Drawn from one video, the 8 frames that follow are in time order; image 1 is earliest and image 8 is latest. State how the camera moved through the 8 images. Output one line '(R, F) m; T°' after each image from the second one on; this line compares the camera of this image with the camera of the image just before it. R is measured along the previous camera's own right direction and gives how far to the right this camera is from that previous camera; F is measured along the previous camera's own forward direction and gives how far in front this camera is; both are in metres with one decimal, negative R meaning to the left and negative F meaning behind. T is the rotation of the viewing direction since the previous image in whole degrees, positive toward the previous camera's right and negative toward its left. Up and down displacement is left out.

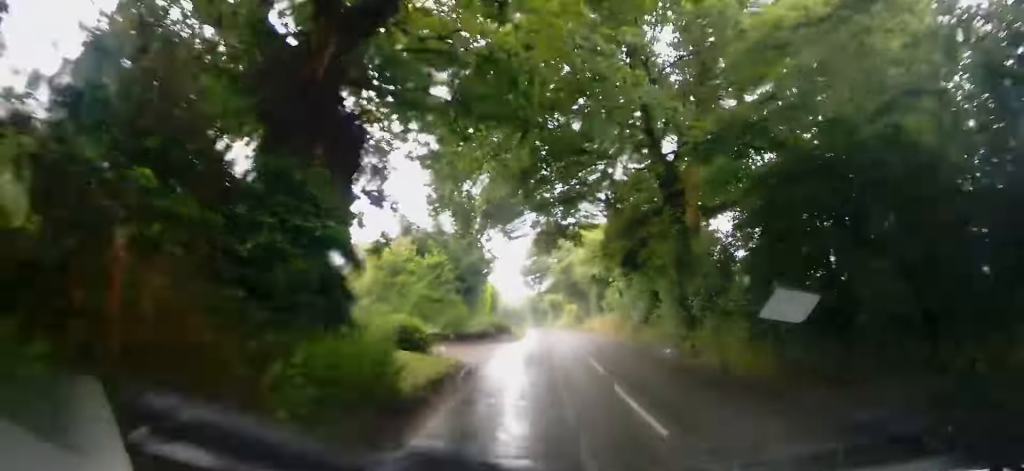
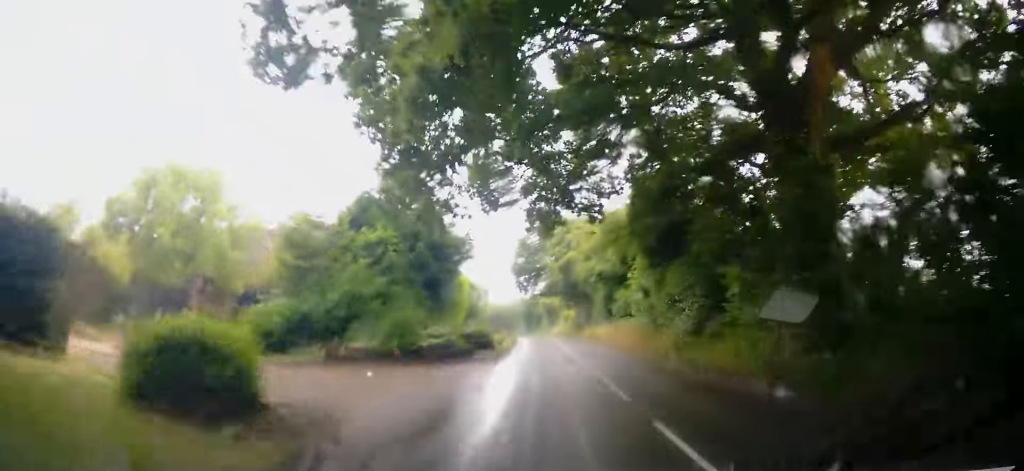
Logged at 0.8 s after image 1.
(+0.3, +8.5) m; +3°
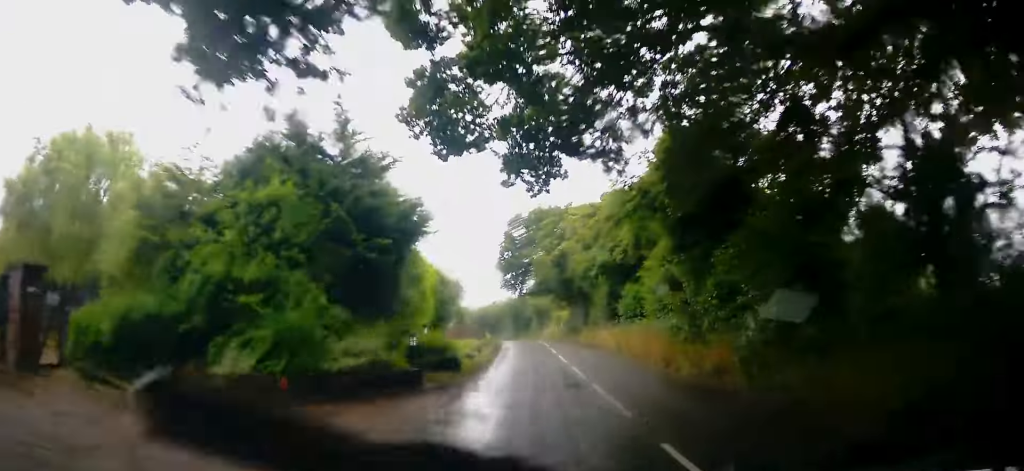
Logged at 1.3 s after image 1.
(0.0, +6.5) m; +1°
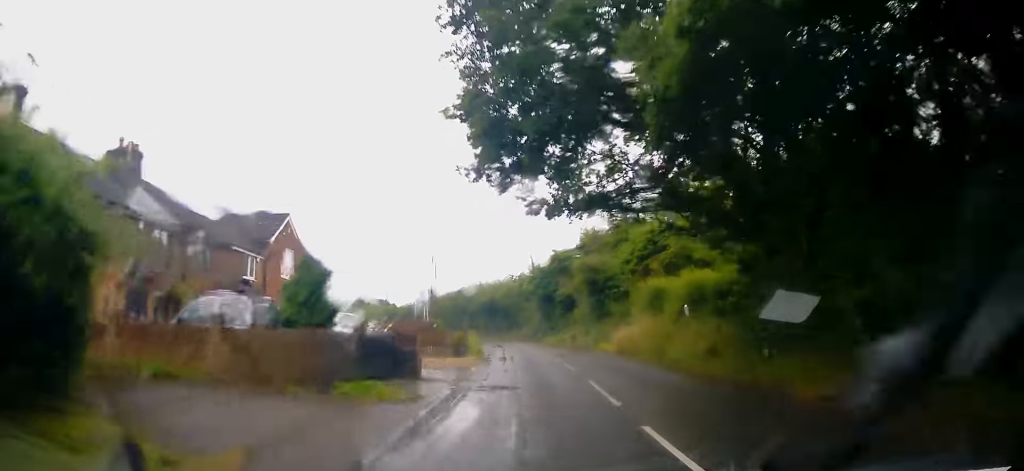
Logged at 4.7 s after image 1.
(+0.4, +40.7) m; -1°
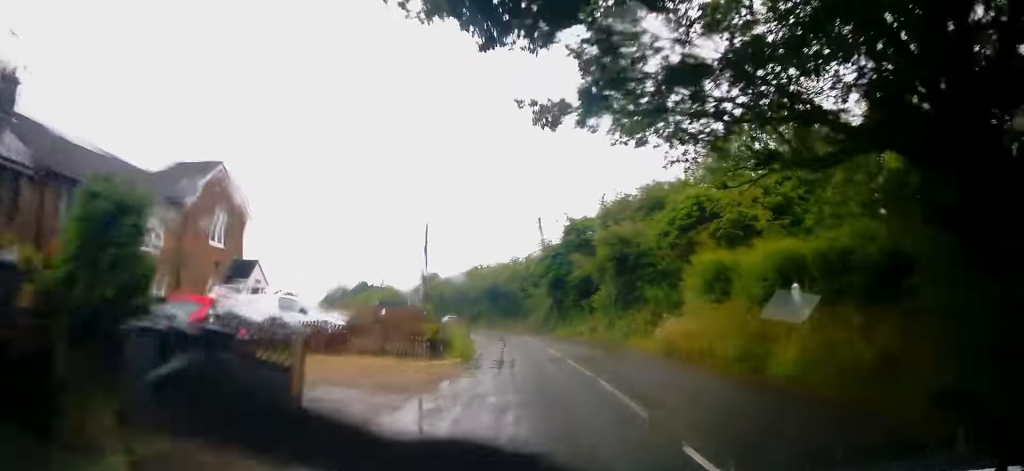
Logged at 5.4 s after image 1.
(0.0, +7.9) m; 0°
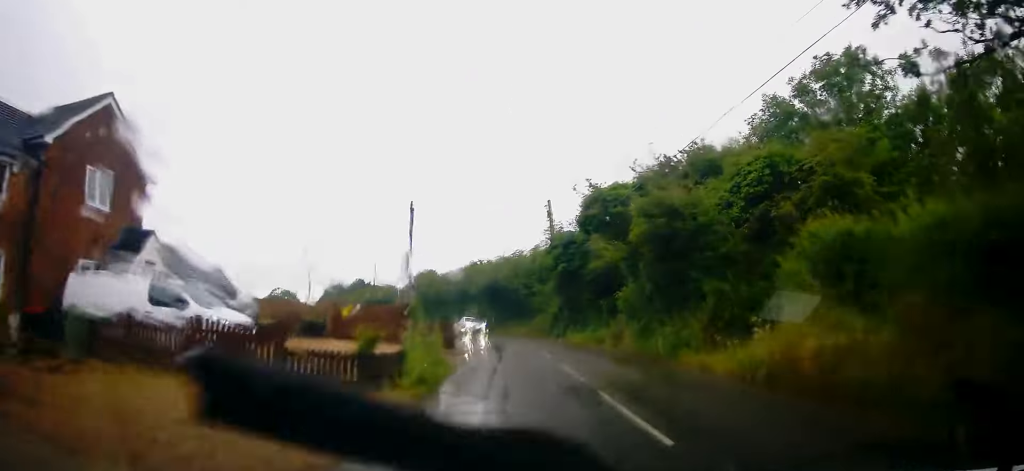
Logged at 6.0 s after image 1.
(0.0, +7.7) m; -1°
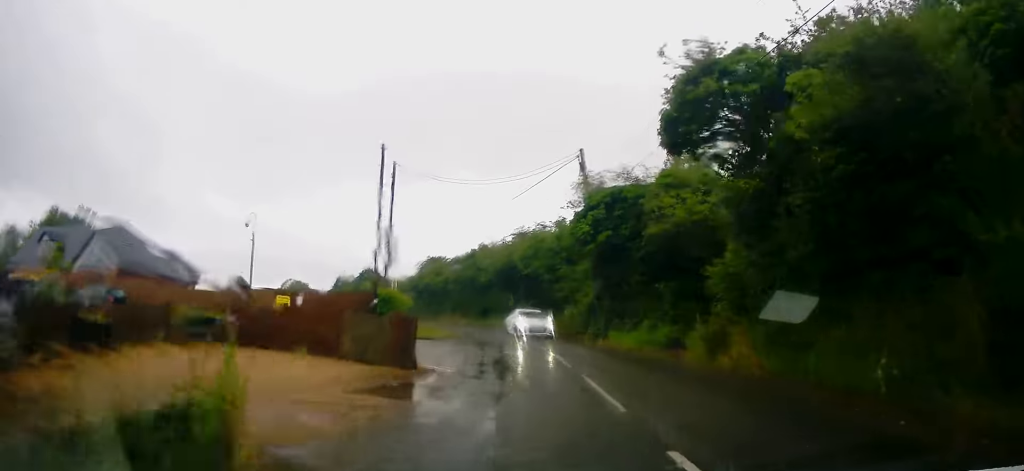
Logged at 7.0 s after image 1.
(-0.2, +11.2) m; -2°
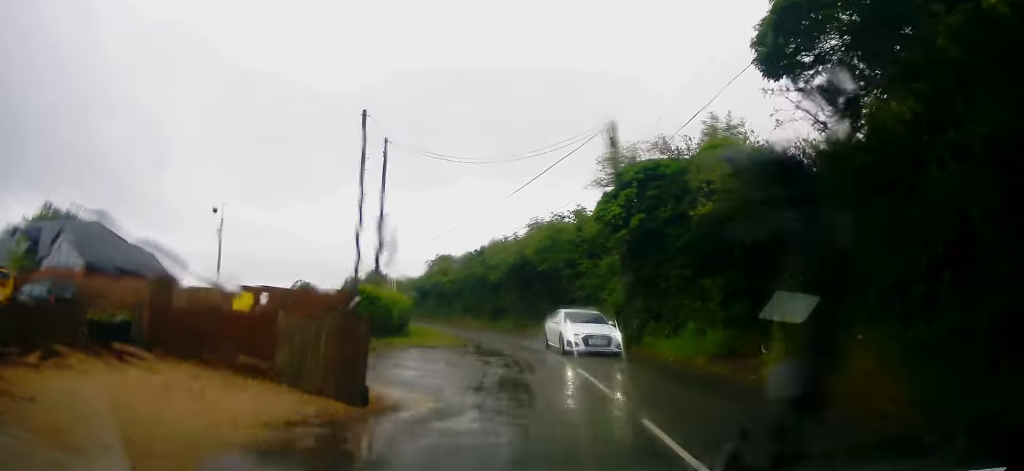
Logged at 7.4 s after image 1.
(-0.1, +4.8) m; -1°
